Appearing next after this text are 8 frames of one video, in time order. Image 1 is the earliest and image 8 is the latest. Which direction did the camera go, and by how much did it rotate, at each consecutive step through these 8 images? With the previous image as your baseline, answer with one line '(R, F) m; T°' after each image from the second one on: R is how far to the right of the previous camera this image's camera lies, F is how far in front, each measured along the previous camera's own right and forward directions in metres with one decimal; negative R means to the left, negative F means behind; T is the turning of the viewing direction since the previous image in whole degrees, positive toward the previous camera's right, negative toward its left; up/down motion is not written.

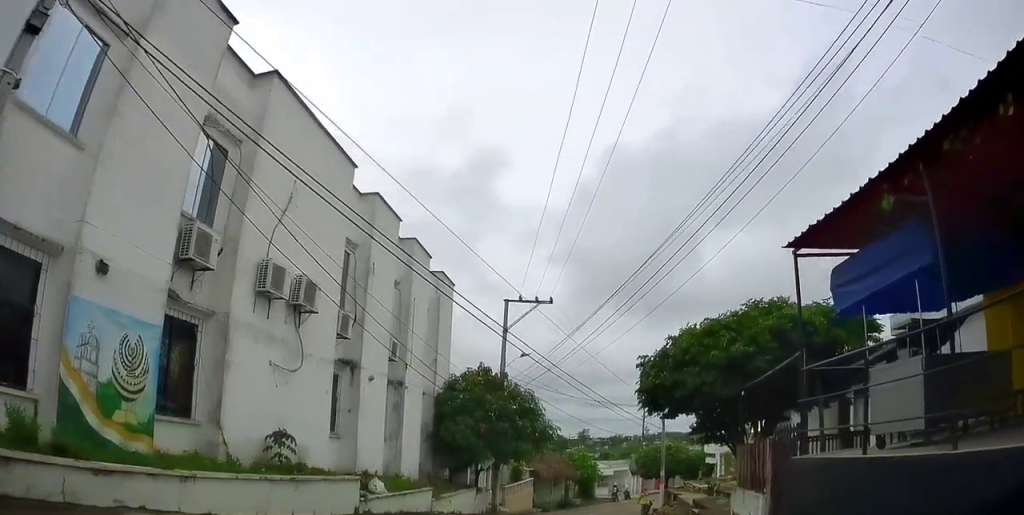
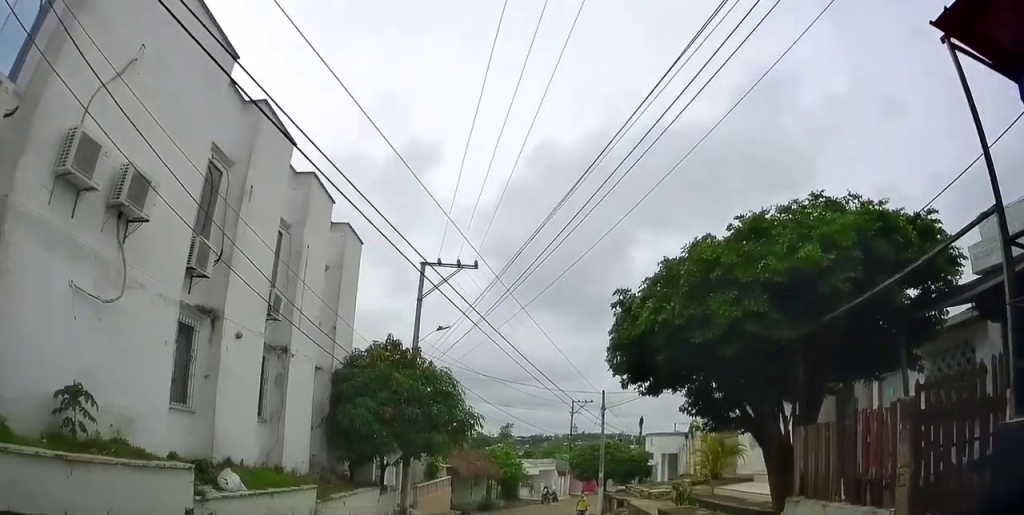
(+0.4, +3.9) m; +11°
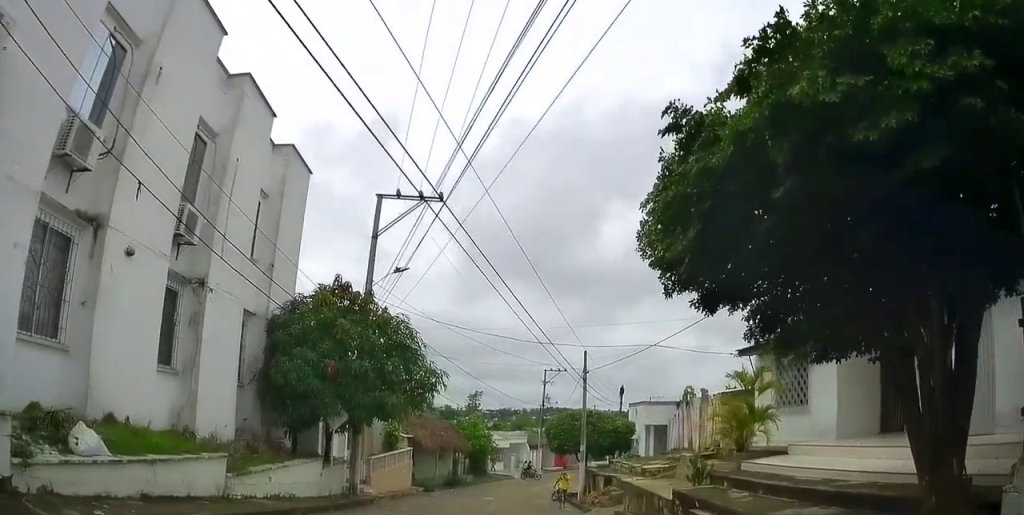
(+0.2, +2.9) m; +6°
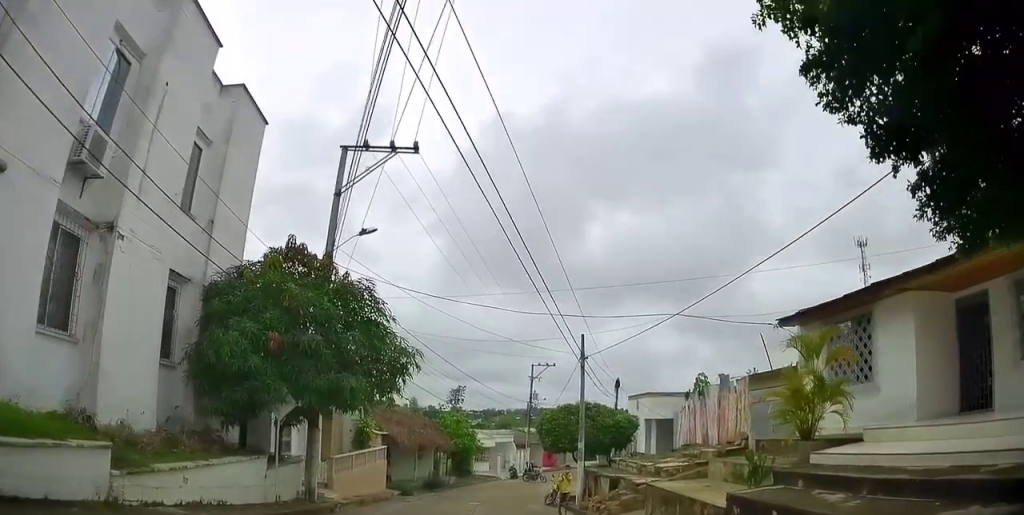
(+0.1, +2.6) m; +4°
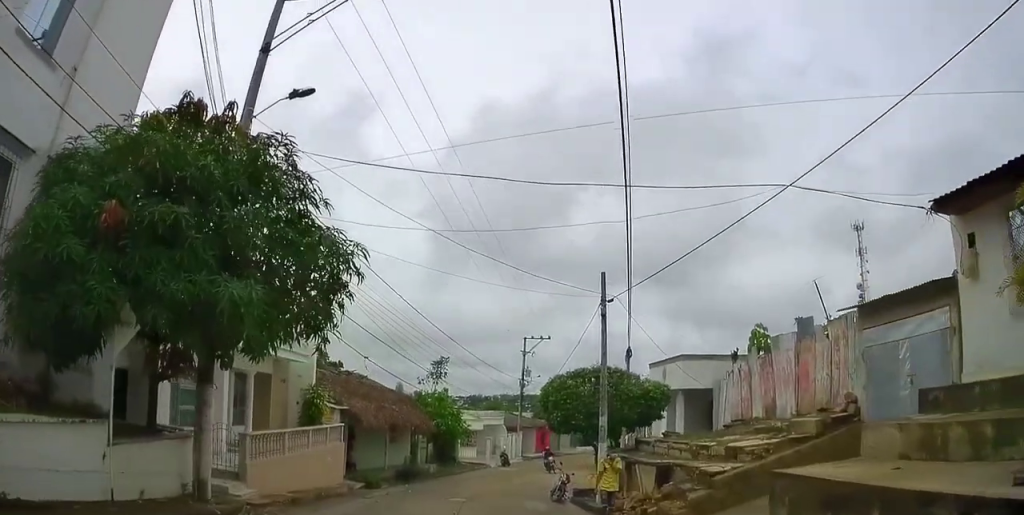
(+0.2, +4.9) m; +3°
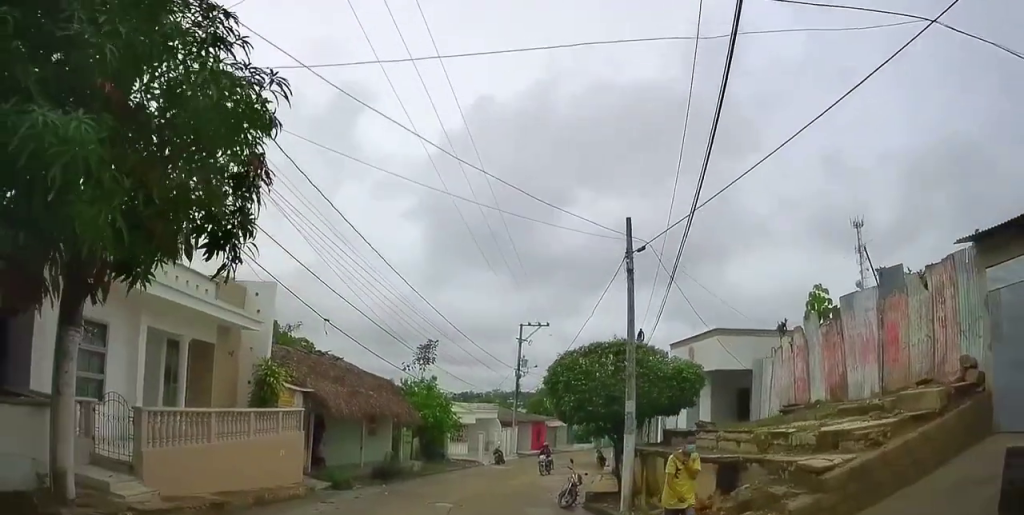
(0.0, +3.2) m; +1°
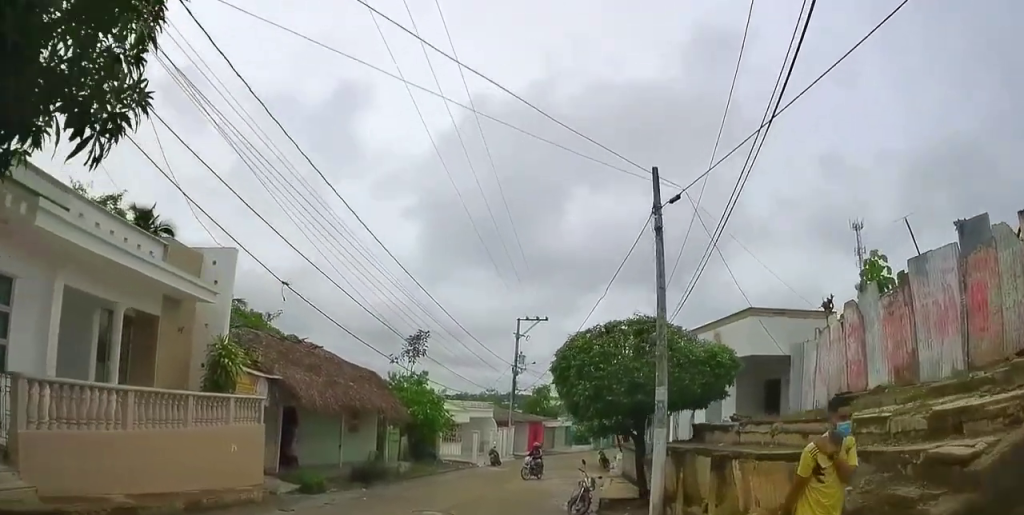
(0.0, +2.3) m; +1°
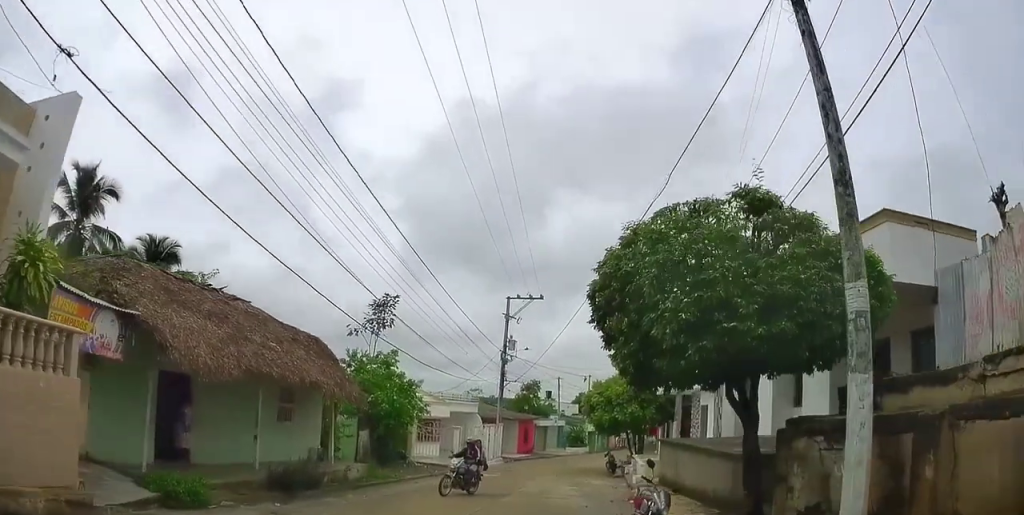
(+0.1, +5.5) m; +2°
